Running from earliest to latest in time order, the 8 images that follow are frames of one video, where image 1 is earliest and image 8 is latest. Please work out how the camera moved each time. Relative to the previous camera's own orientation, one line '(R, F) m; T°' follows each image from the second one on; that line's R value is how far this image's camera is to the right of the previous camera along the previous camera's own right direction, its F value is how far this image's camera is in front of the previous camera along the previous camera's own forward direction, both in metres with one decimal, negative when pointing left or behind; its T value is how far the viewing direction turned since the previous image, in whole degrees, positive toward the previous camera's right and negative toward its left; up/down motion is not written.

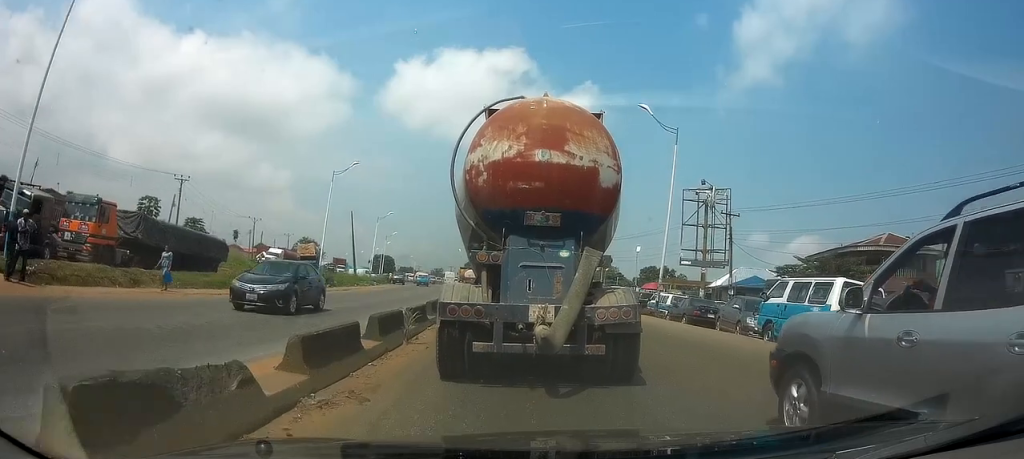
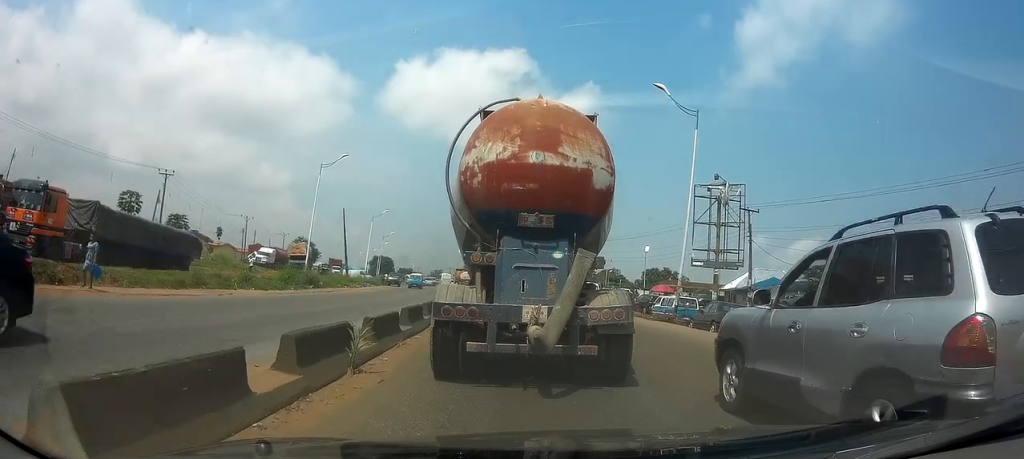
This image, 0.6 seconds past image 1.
(+0.1, +3.6) m; 0°
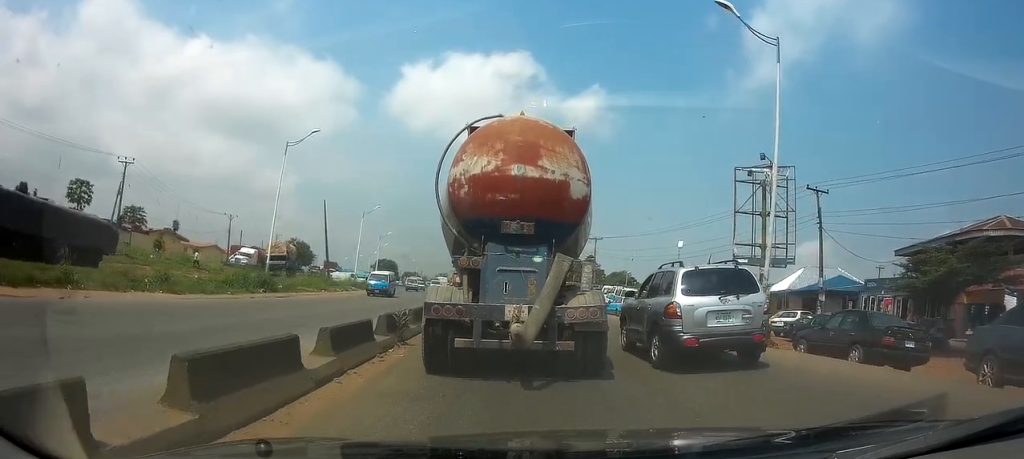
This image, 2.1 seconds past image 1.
(-0.2, +9.4) m; -1°
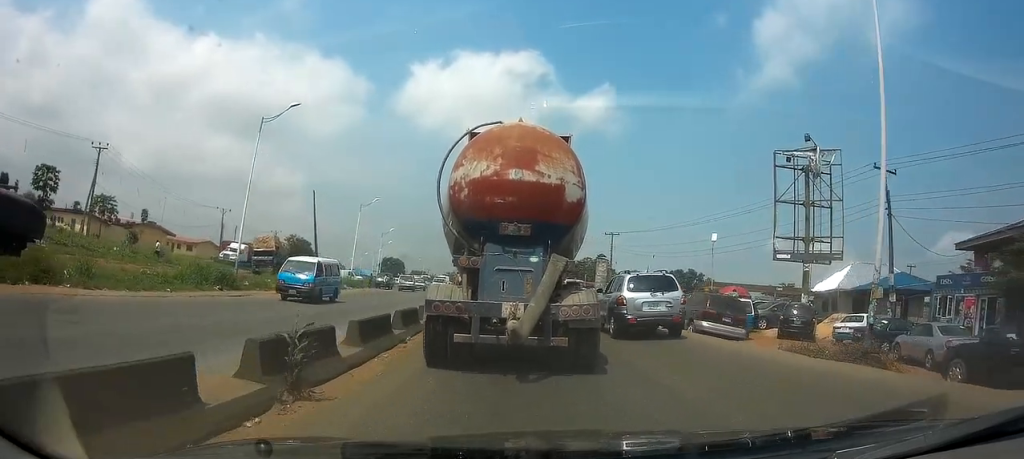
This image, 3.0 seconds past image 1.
(+0.1, +5.9) m; 0°
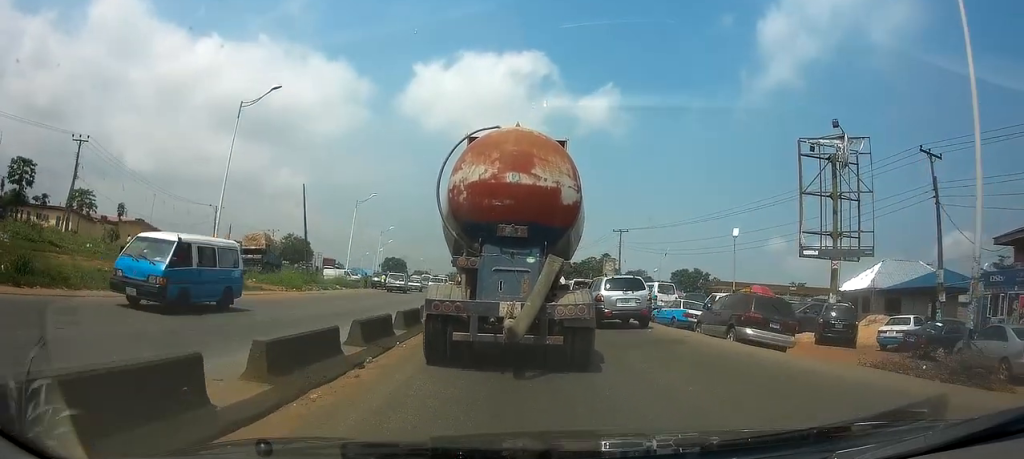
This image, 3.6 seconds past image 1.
(0.0, +3.4) m; -1°
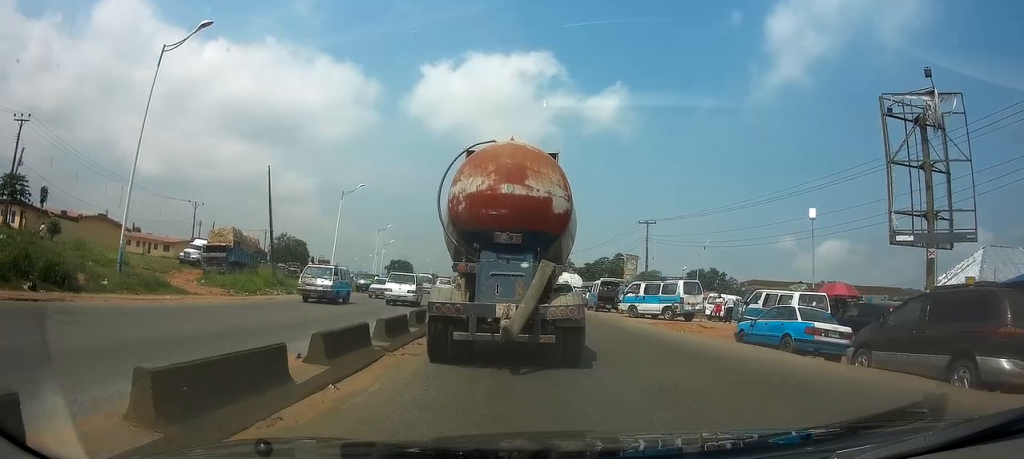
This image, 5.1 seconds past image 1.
(-0.2, +9.3) m; -1°
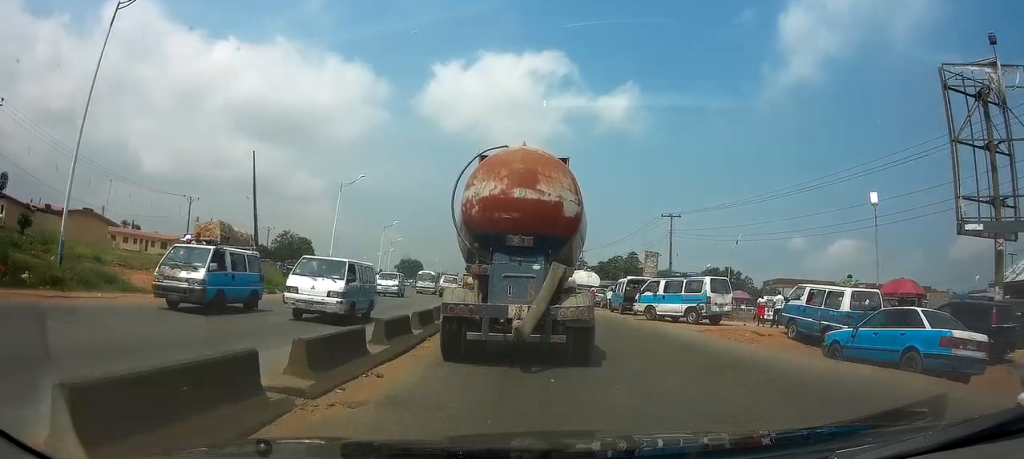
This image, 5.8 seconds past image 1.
(+0.1, +4.6) m; 0°
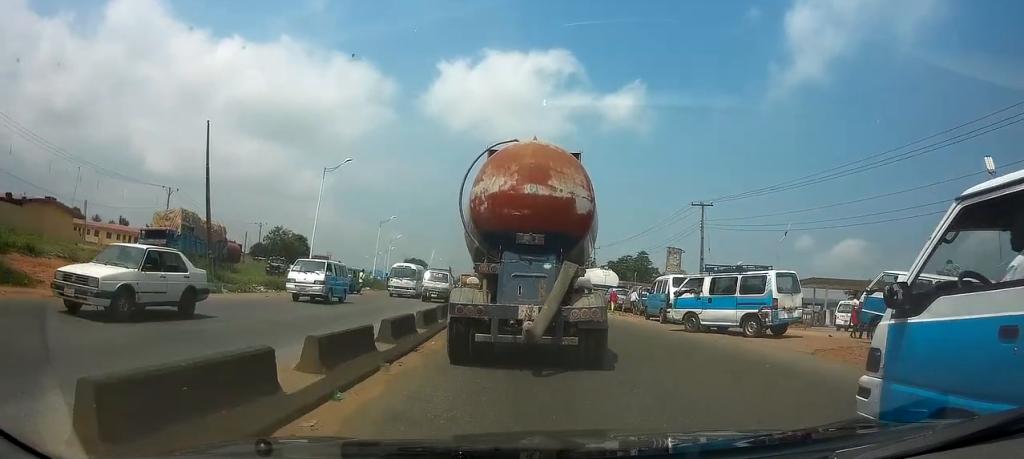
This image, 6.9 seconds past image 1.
(-0.1, +7.4) m; -1°
